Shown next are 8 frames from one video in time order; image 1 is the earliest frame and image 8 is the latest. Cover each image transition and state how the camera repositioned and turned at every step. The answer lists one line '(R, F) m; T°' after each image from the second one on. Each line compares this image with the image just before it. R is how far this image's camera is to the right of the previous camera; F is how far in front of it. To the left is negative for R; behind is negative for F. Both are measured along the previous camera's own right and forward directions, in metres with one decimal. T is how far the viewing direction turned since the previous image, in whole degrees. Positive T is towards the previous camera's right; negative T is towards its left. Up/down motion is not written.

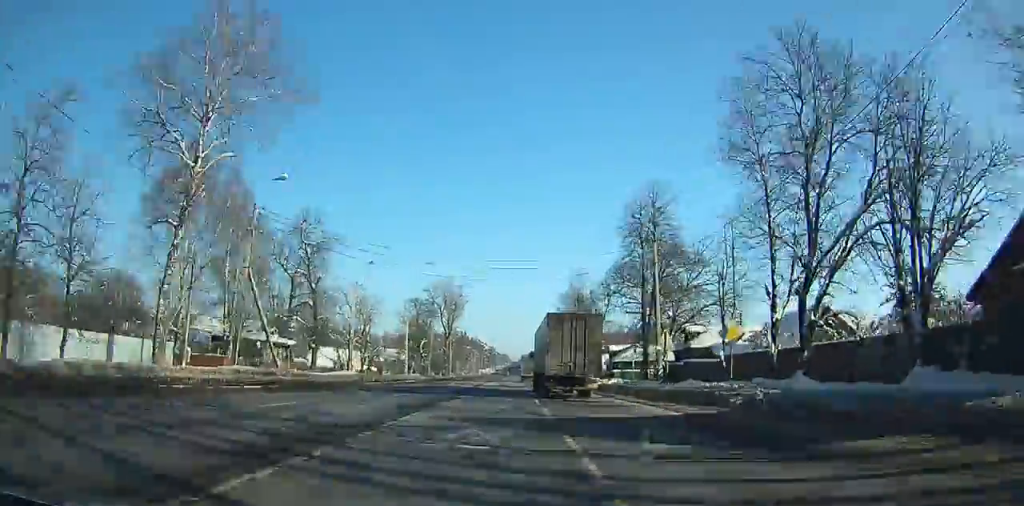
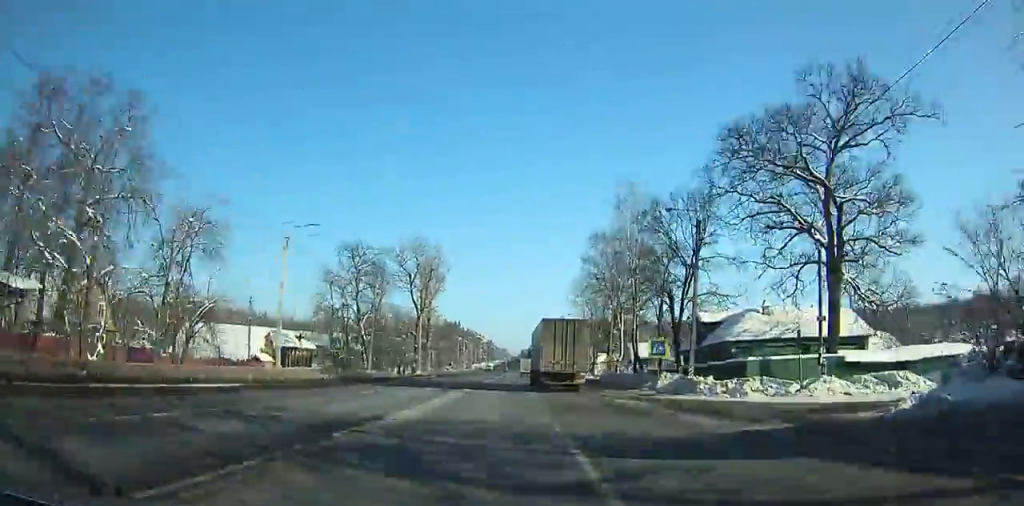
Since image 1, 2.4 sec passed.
(+0.1, +42.6) m; 0°
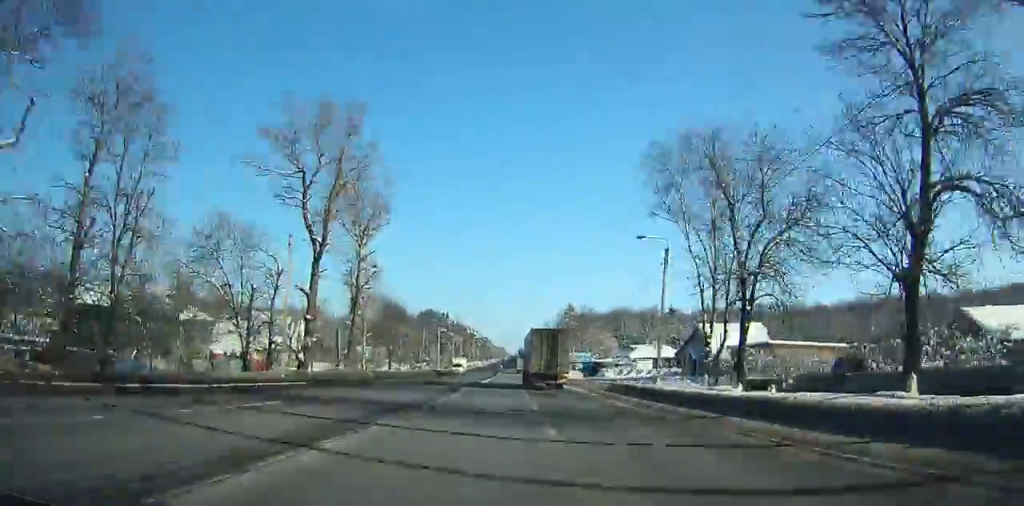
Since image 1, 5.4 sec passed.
(+0.2, +53.6) m; 0°
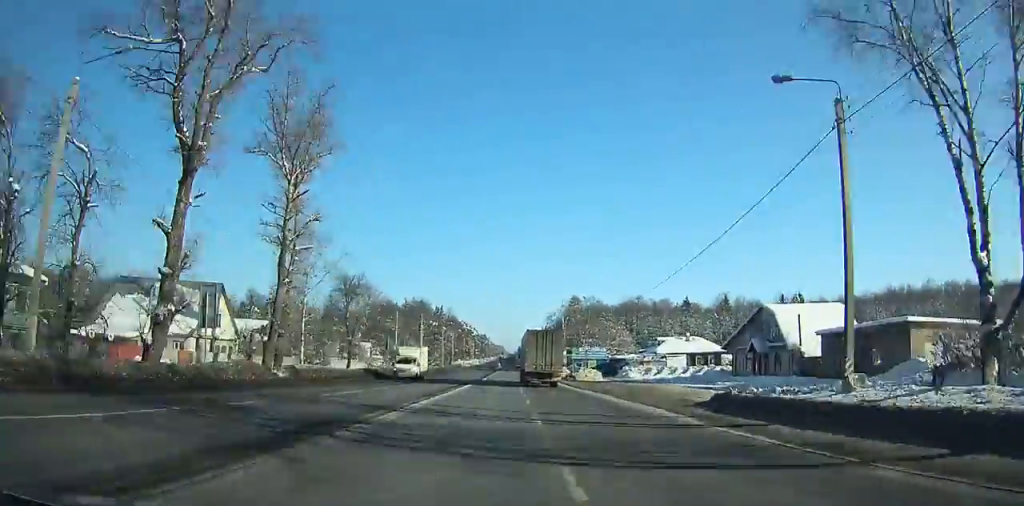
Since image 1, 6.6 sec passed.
(-0.1, +21.5) m; 0°
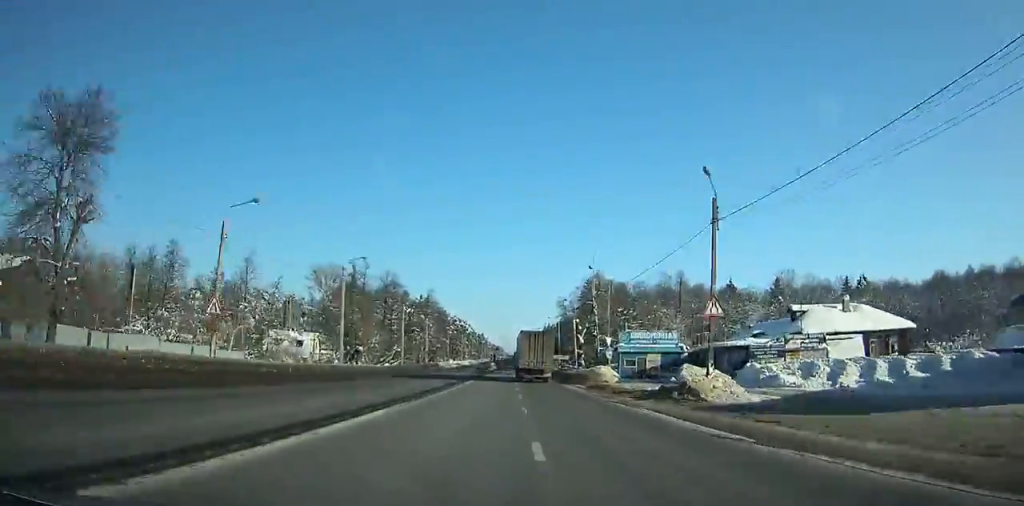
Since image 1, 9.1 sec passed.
(-0.1, +44.6) m; 0°
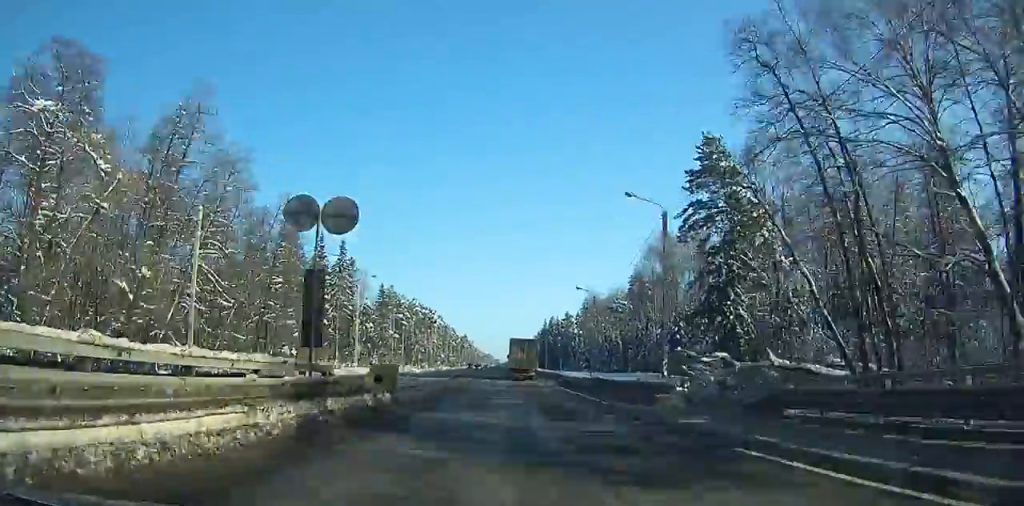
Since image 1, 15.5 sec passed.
(+0.4, +113.4) m; +1°
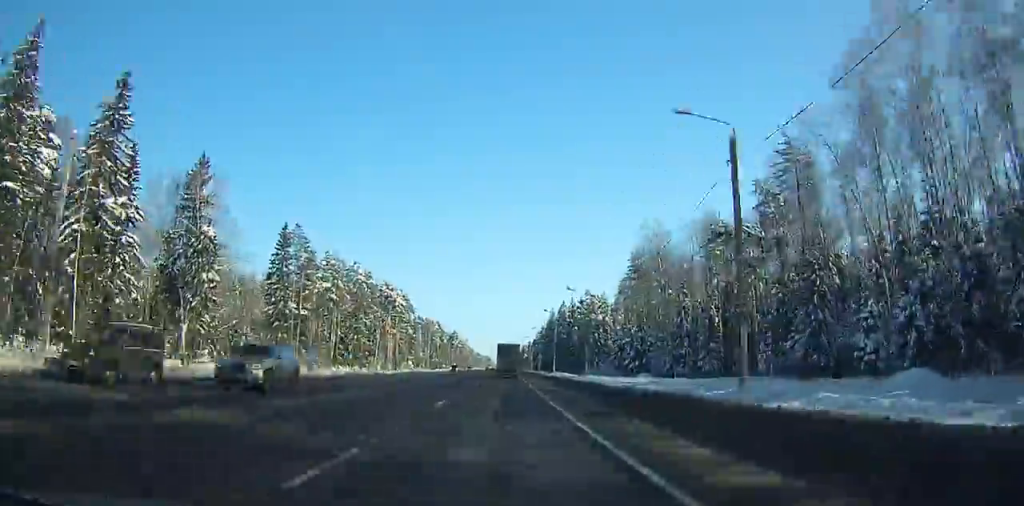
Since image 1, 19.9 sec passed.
(+0.1, +82.5) m; -1°
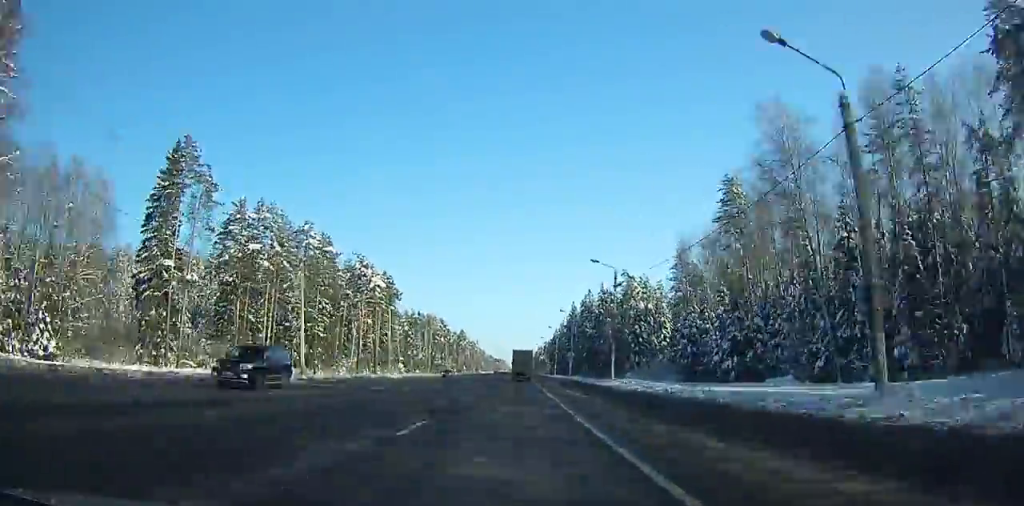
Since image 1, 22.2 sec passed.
(-0.6, +44.4) m; 0°
